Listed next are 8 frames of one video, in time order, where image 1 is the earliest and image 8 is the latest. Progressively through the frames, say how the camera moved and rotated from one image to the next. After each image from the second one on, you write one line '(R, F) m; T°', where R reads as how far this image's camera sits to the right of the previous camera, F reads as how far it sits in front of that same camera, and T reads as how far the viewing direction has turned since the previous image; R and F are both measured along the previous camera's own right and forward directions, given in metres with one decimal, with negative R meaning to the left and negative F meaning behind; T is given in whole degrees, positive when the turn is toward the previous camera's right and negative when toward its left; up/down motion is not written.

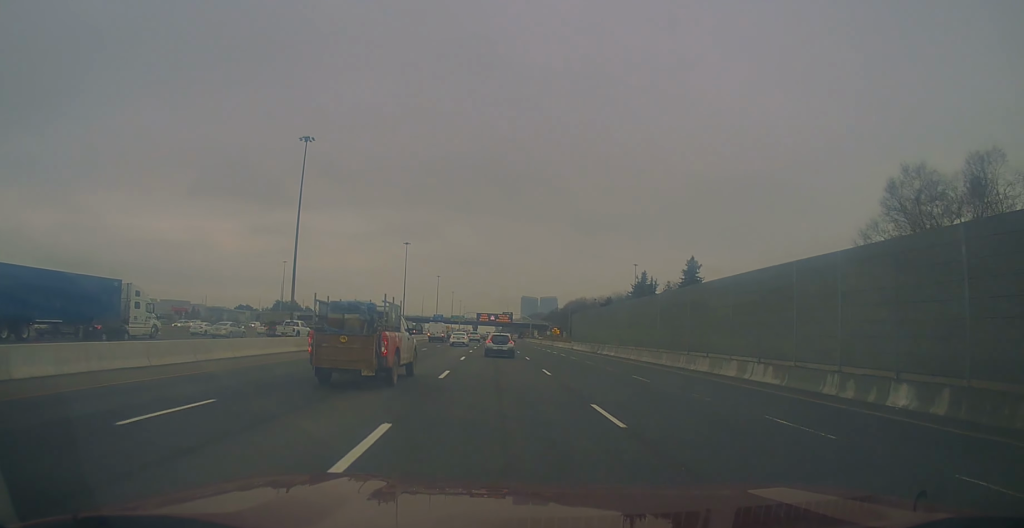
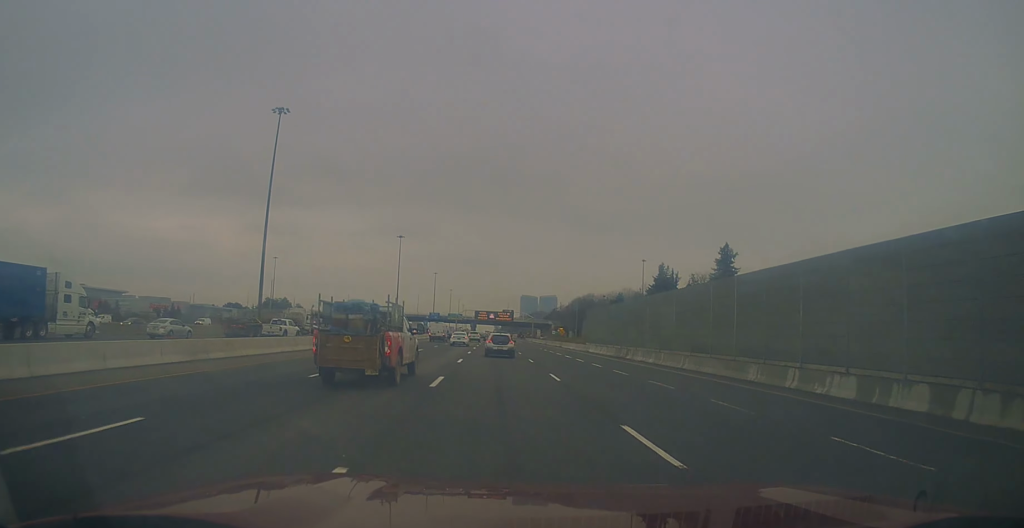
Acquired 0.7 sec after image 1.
(0.0, +15.1) m; +1°
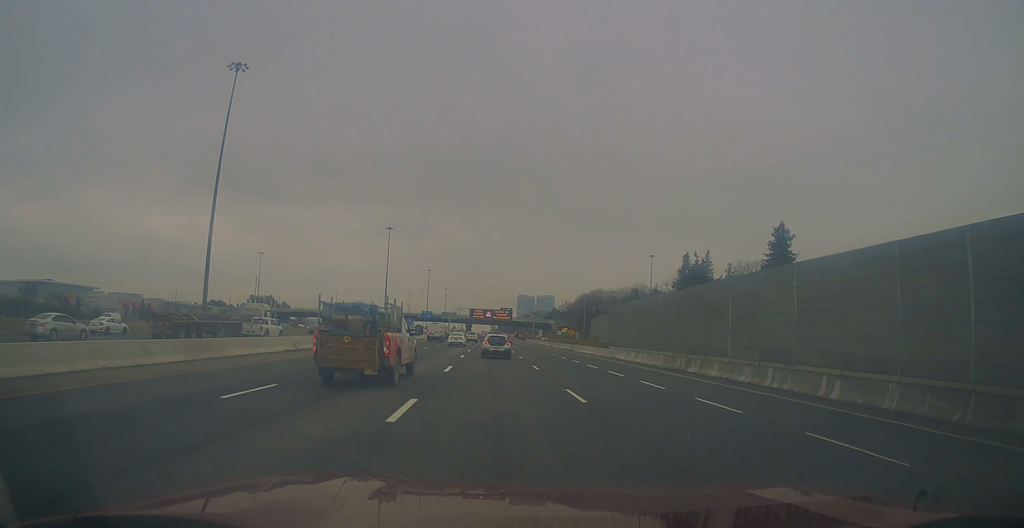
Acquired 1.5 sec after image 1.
(+0.3, +17.9) m; +2°
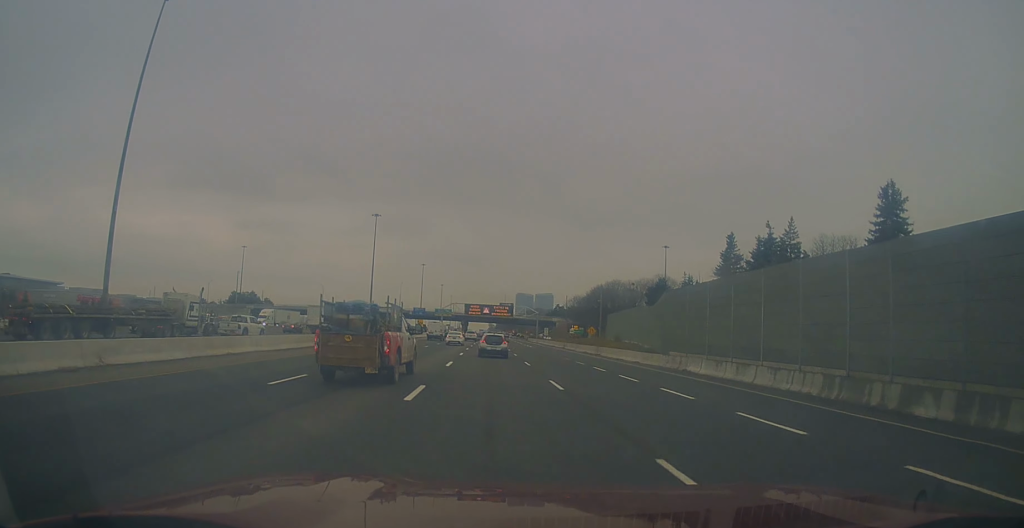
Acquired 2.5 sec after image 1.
(+0.3, +21.5) m; 0°
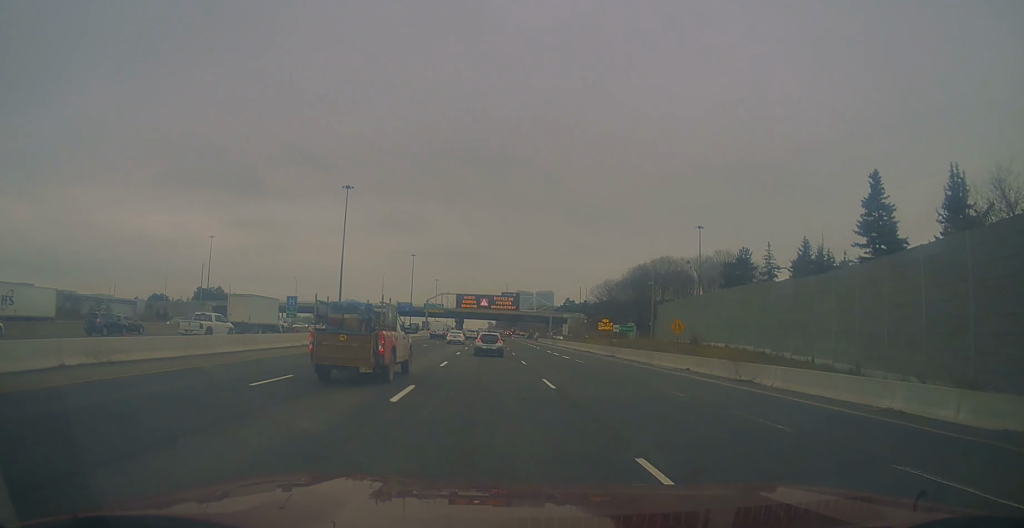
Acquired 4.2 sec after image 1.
(-0.8, +36.8) m; -1°
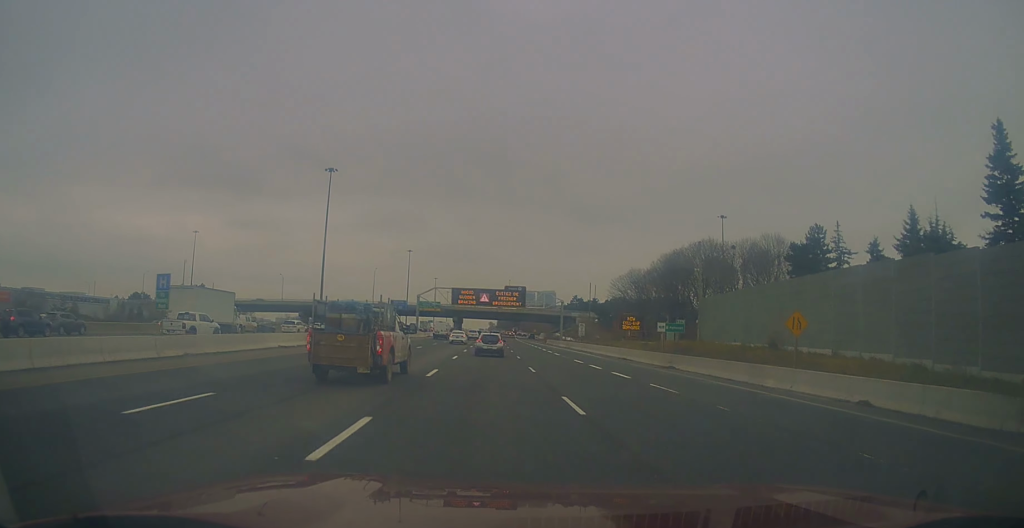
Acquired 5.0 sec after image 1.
(+0.1, +17.5) m; 0°
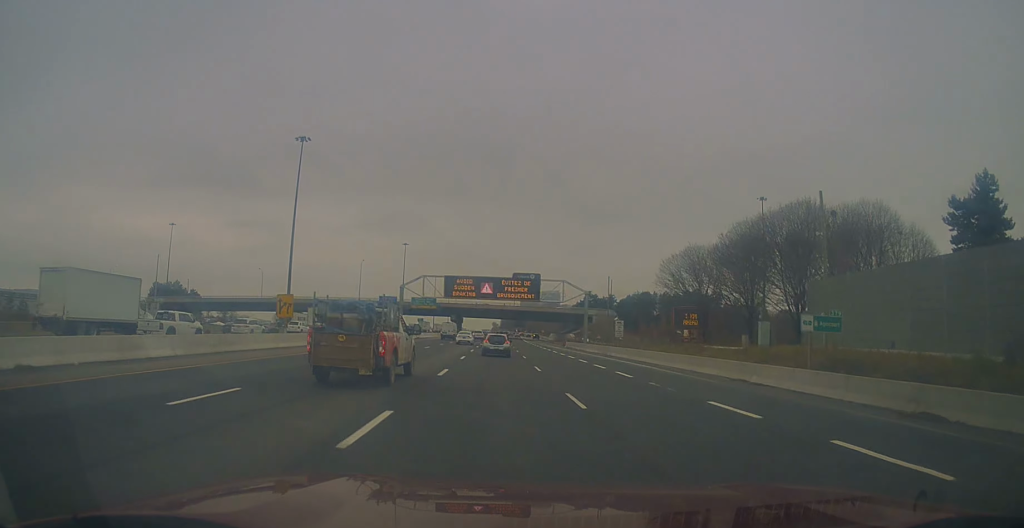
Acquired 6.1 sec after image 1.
(0.0, +23.5) m; -1°
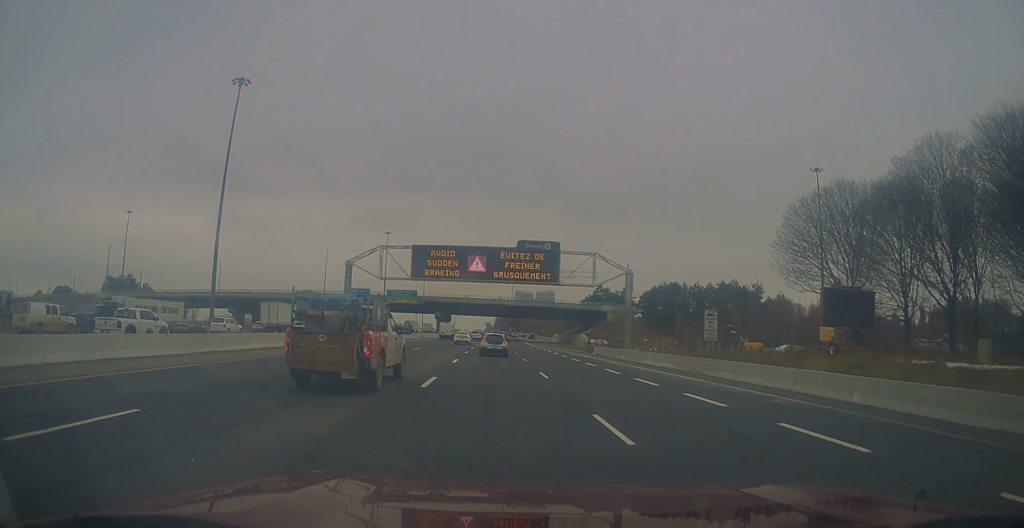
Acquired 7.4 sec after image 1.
(-0.4, +28.6) m; +1°
